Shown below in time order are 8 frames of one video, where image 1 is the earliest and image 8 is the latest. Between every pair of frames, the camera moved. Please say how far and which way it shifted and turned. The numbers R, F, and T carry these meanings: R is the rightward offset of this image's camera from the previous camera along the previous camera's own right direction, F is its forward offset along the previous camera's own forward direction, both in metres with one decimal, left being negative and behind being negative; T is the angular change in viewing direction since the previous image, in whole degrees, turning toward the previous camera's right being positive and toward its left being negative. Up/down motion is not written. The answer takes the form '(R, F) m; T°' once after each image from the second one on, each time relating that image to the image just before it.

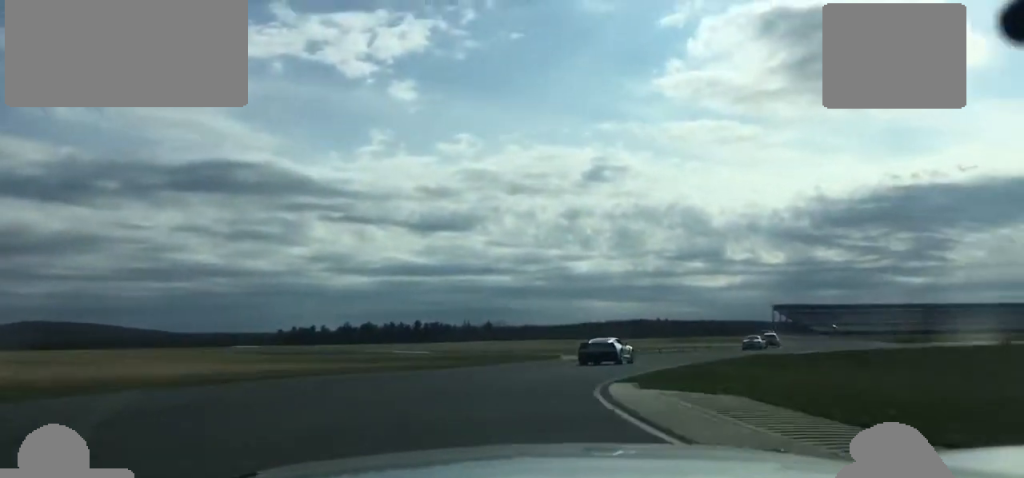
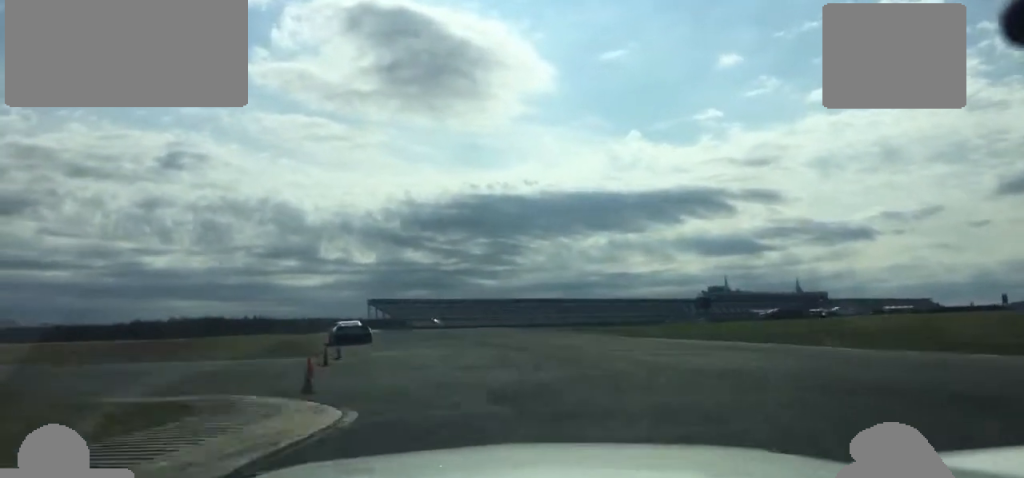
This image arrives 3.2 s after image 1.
(+23.2, +85.4) m; +18°
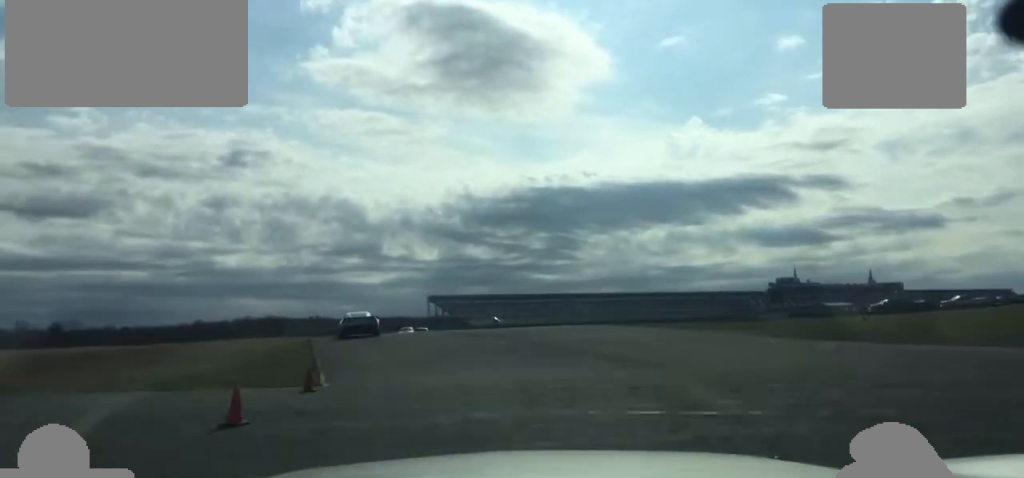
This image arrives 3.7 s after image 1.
(-0.4, +14.1) m; -2°
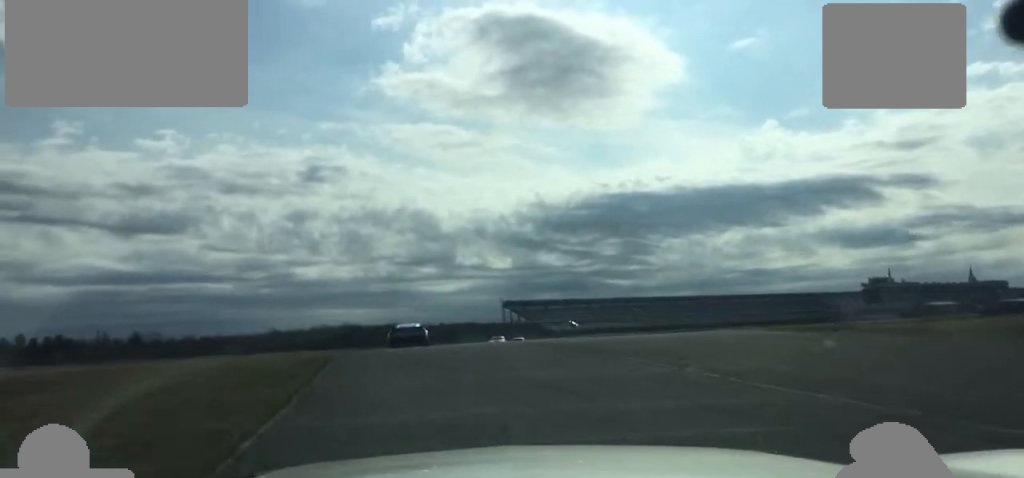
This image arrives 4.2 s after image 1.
(-0.1, +15.2) m; -3°
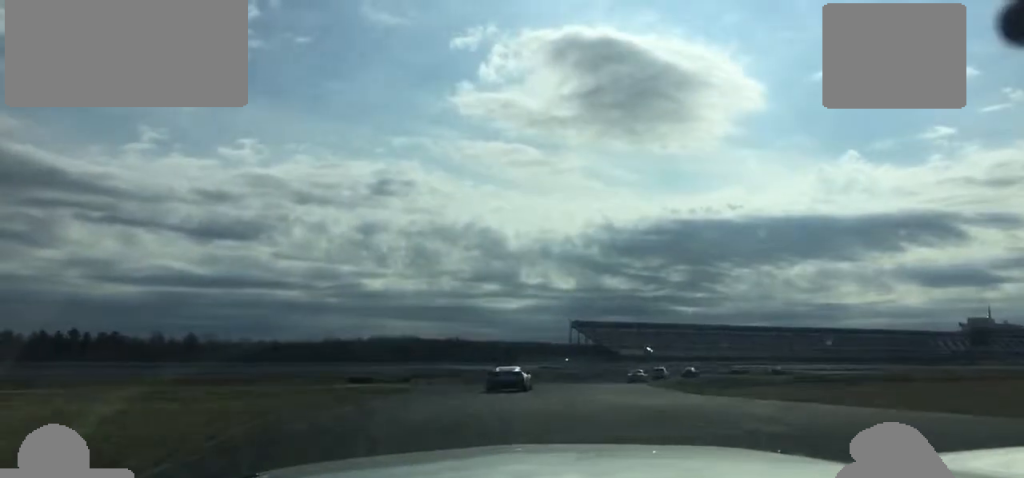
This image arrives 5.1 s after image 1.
(-1.4, +27.1) m; -1°
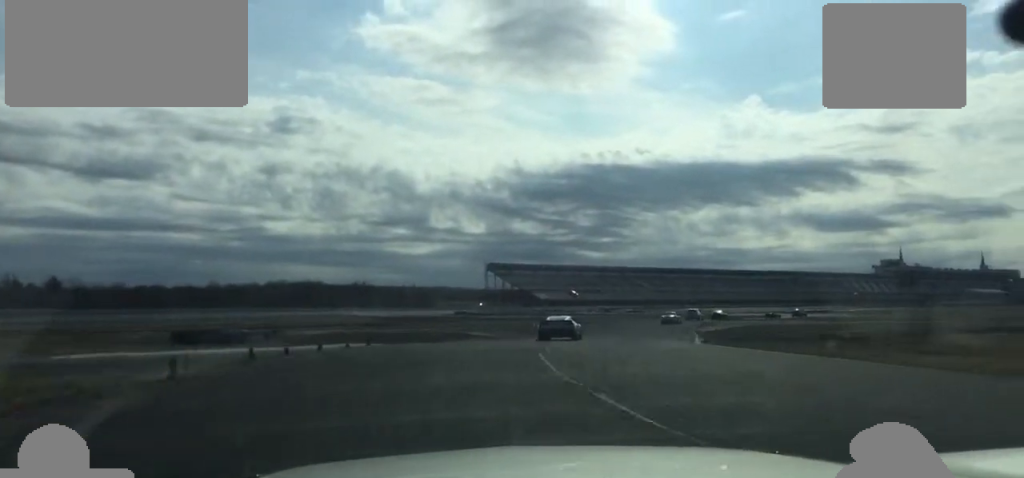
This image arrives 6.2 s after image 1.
(+0.8, +33.8) m; +6°
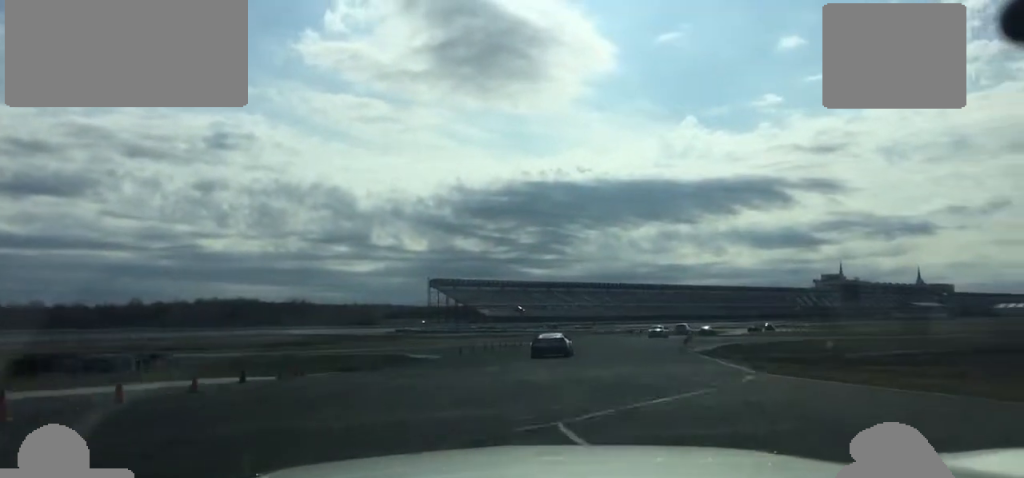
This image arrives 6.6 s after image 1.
(+0.6, +12.9) m; +3°
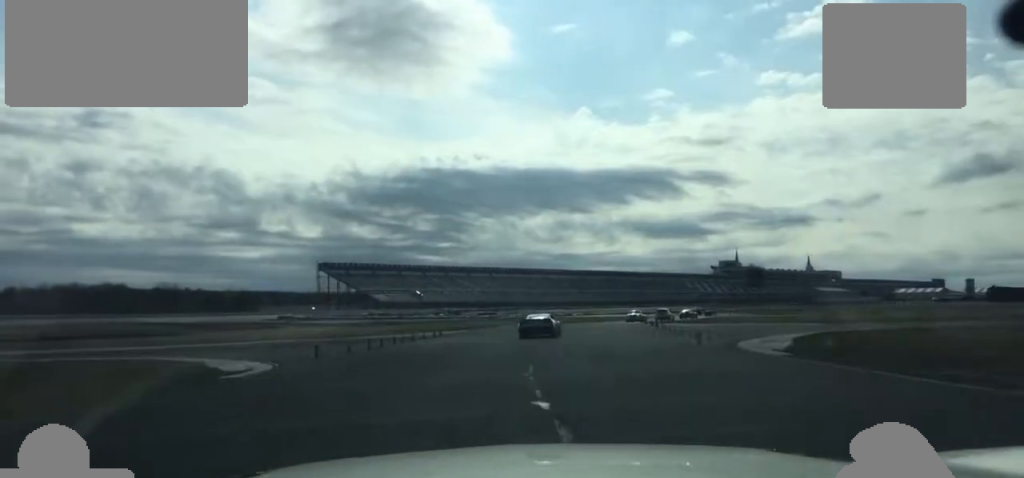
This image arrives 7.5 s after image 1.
(+1.2, +24.8) m; +6°
